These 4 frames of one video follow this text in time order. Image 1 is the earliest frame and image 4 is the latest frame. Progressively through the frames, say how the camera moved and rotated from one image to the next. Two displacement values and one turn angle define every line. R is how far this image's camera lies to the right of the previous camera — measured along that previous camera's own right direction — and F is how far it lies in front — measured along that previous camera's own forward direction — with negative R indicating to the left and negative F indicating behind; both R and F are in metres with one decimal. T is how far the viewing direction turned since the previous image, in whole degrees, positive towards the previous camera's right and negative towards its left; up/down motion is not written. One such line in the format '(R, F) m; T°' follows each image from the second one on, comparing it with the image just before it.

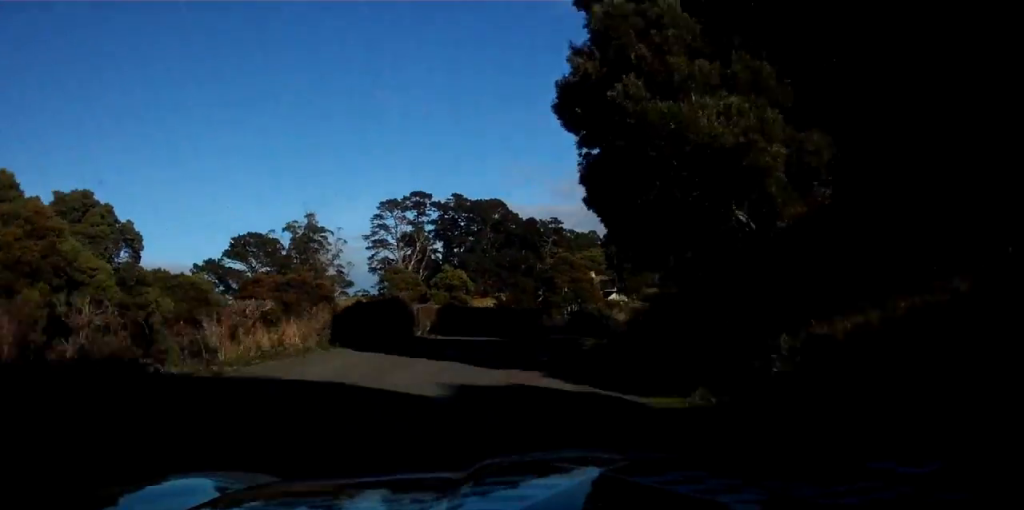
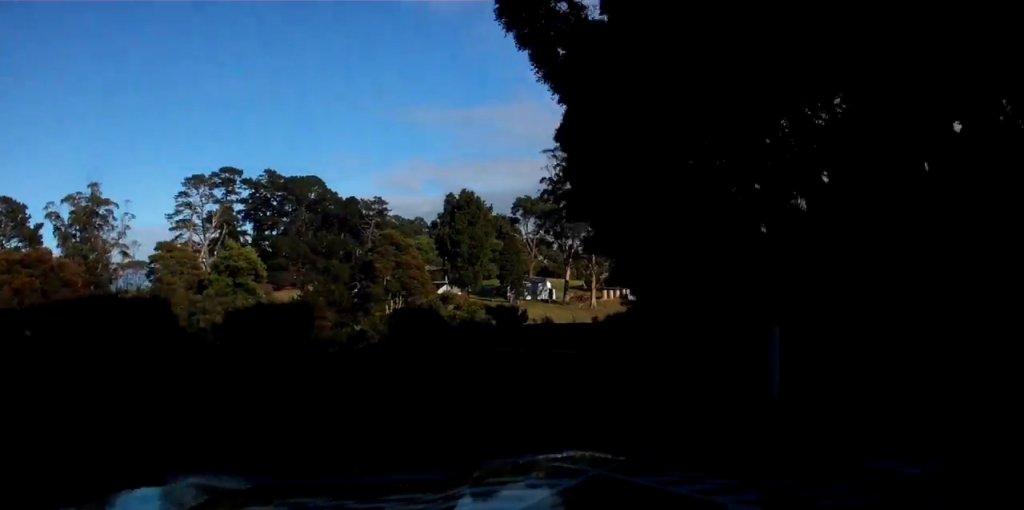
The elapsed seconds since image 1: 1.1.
(+3.0, +36.7) m; +11°
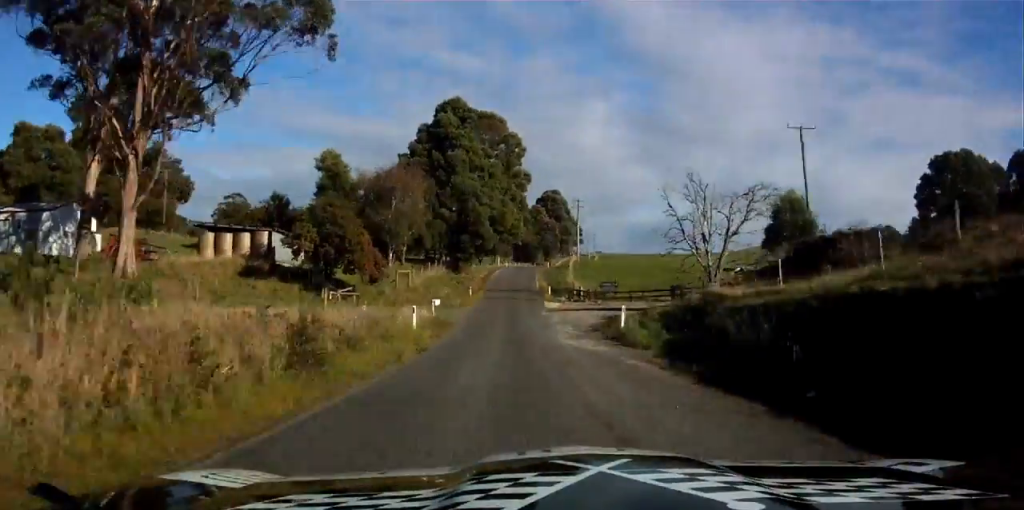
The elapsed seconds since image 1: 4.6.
(+24.7, +133.7) m; +15°
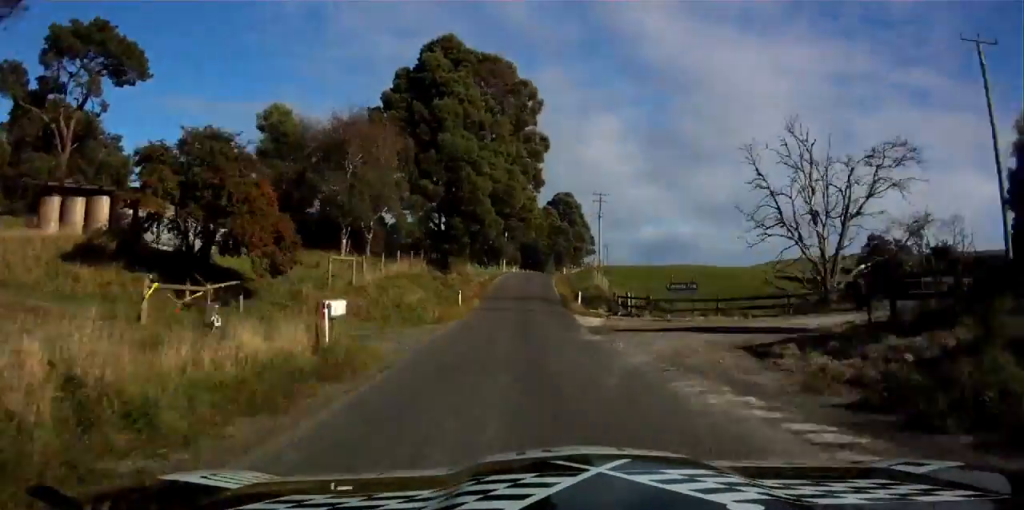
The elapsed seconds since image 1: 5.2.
(-0.1, +23.3) m; 0°
